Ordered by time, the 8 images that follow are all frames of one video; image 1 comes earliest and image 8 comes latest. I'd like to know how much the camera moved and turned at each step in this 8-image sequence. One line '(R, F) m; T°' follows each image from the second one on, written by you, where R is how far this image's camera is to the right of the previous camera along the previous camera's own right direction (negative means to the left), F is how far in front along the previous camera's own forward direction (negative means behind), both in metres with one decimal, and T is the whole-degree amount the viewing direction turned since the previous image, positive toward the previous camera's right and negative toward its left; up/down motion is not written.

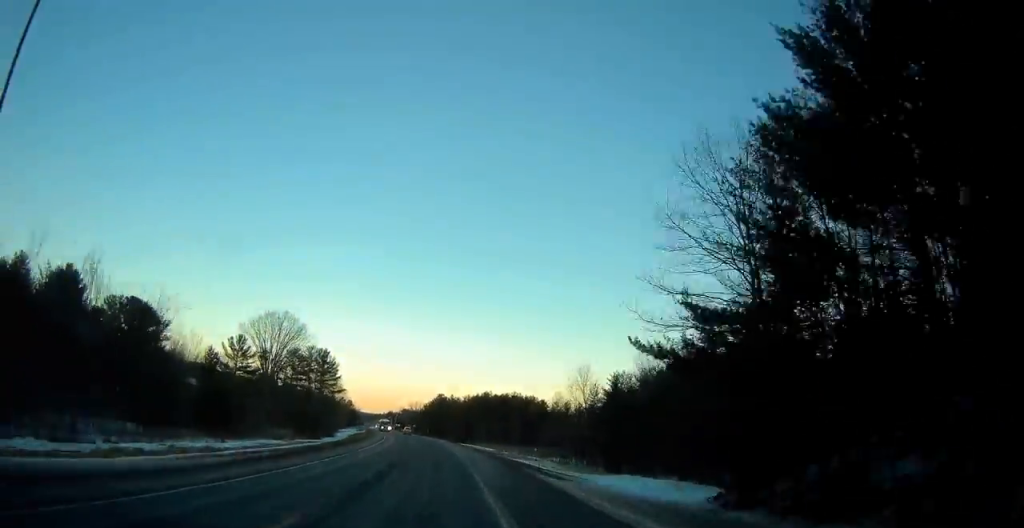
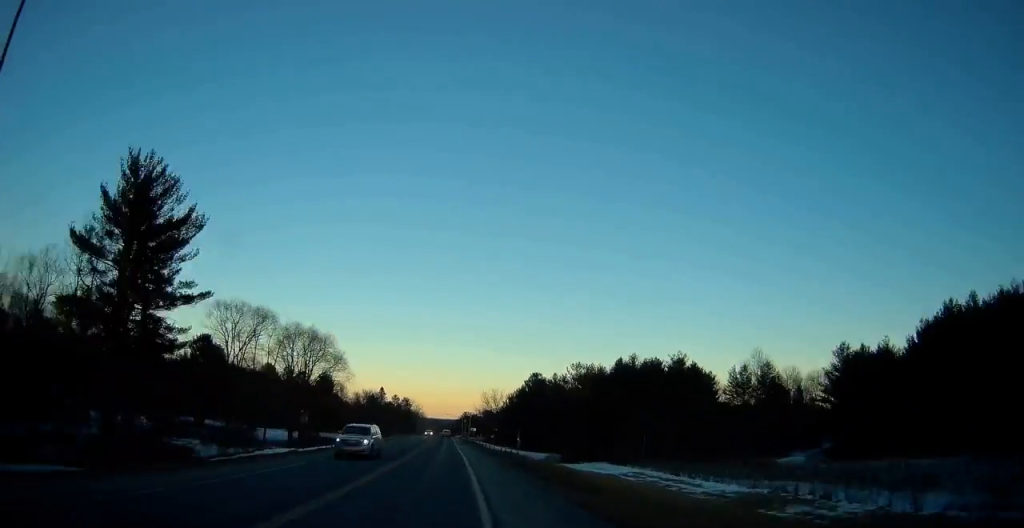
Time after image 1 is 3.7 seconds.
(-7.6, +94.6) m; -8°
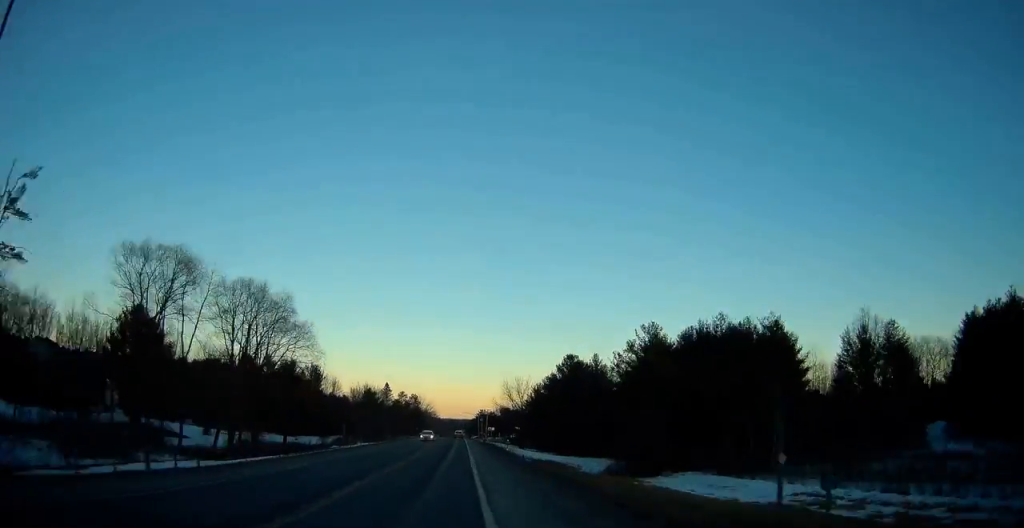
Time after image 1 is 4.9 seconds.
(-0.5, +29.0) m; -1°
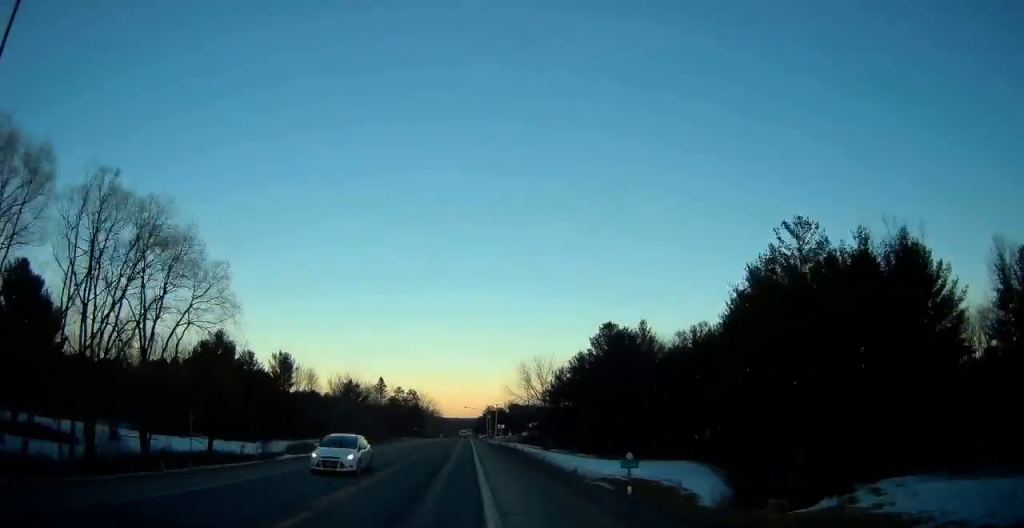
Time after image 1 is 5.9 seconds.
(-0.1, +27.3) m; 0°
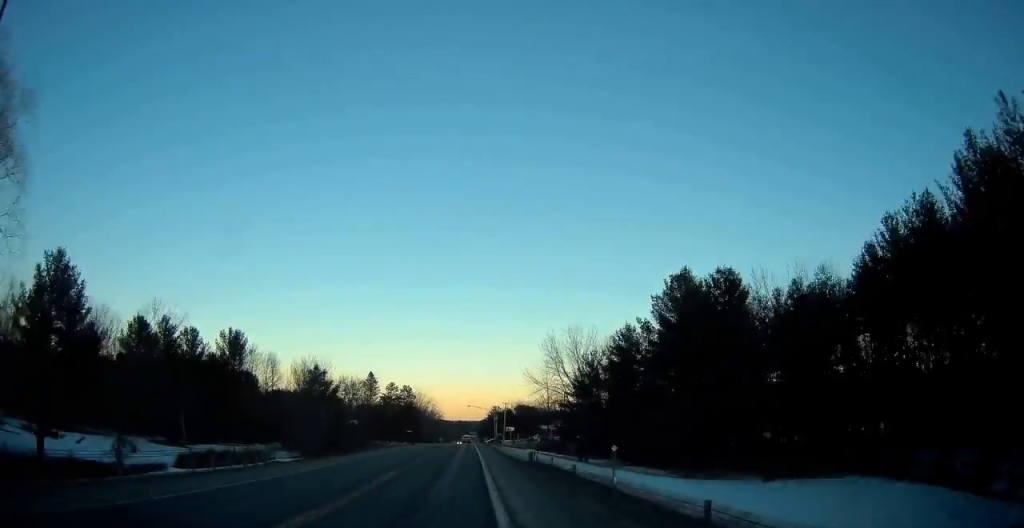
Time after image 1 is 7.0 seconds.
(-0.2, +27.4) m; 0°
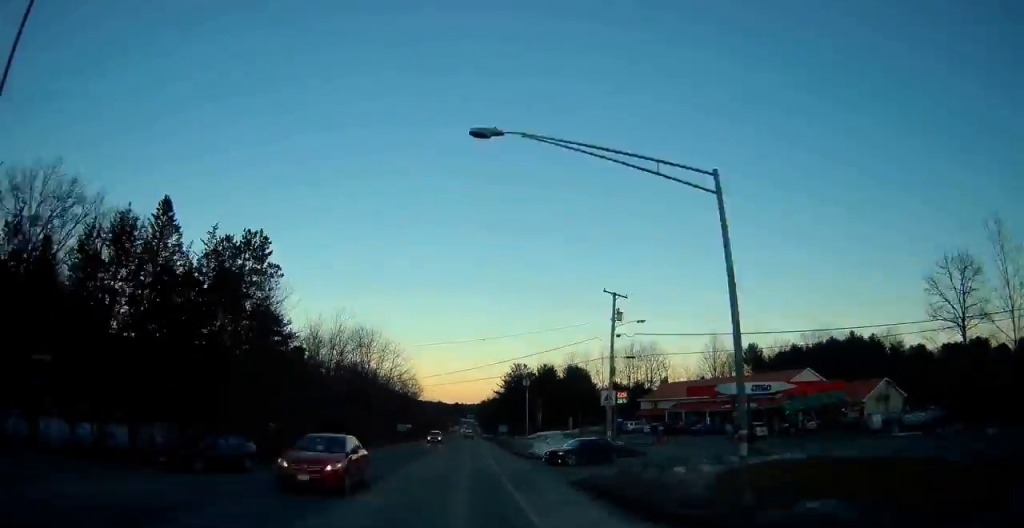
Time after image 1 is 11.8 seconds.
(-0.3, +122.8) m; 0°
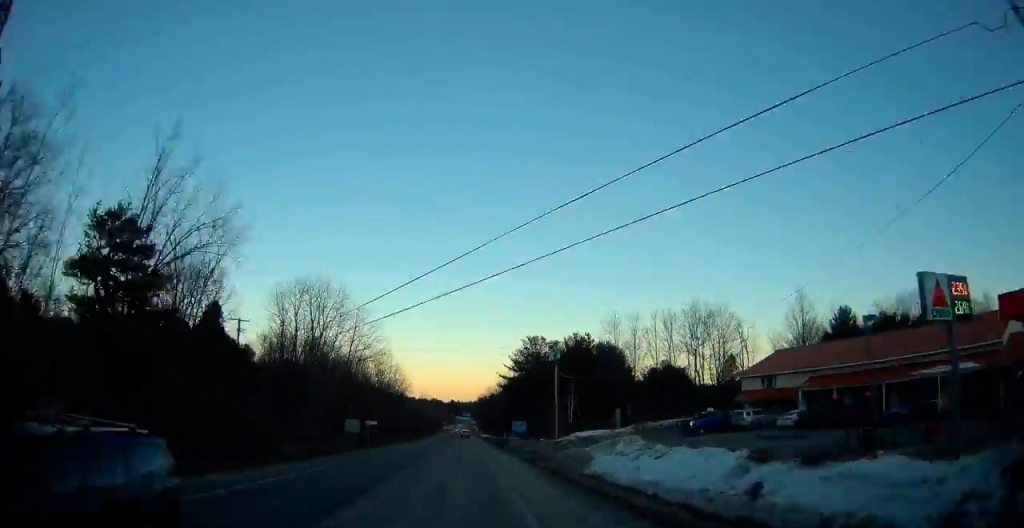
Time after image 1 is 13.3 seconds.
(-0.1, +37.6) m; 0°
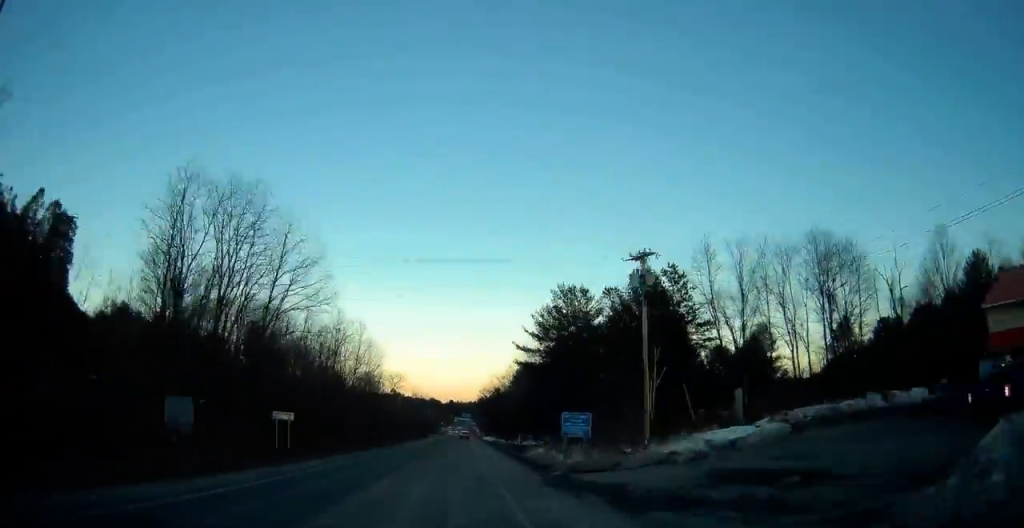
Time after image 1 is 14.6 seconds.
(-0.1, +34.3) m; 0°
